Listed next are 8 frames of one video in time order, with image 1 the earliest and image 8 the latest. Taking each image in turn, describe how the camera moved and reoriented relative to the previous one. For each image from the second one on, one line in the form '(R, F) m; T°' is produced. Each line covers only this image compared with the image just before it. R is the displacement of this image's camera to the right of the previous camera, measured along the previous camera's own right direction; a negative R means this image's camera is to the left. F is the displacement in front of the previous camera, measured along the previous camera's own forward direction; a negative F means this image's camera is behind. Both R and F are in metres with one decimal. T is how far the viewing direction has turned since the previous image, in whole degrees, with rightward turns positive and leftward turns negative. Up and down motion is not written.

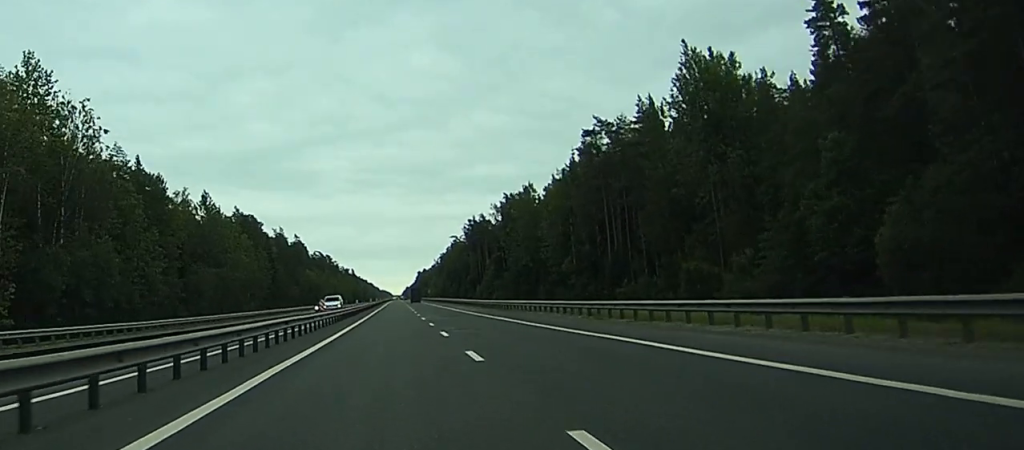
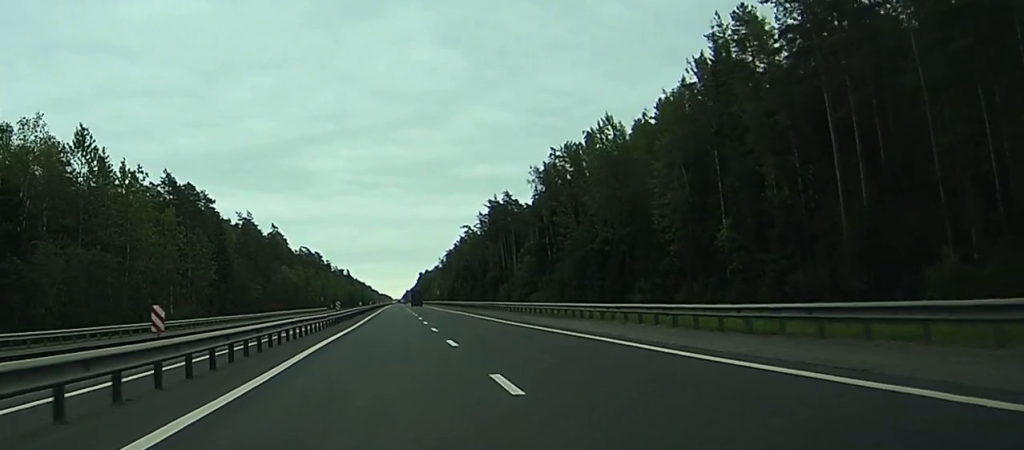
(-1.1, +67.5) m; -2°
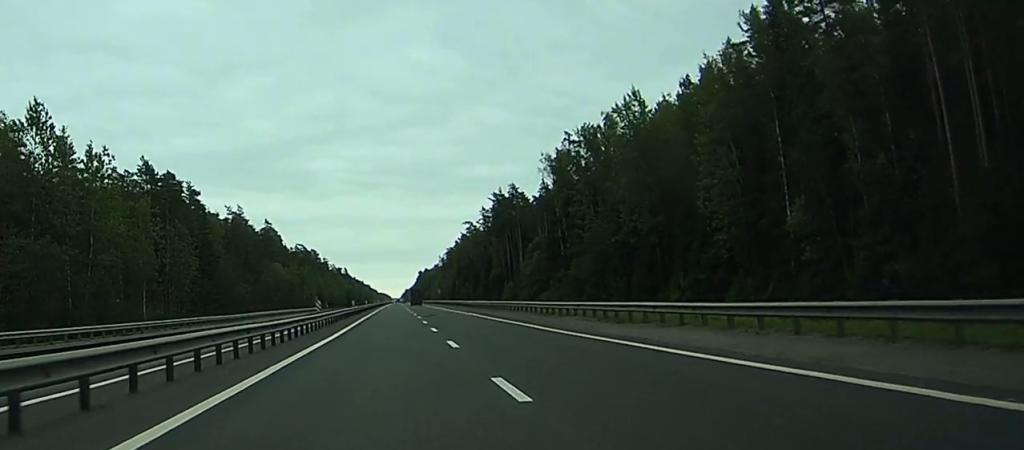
(-0.1, +13.4) m; 0°
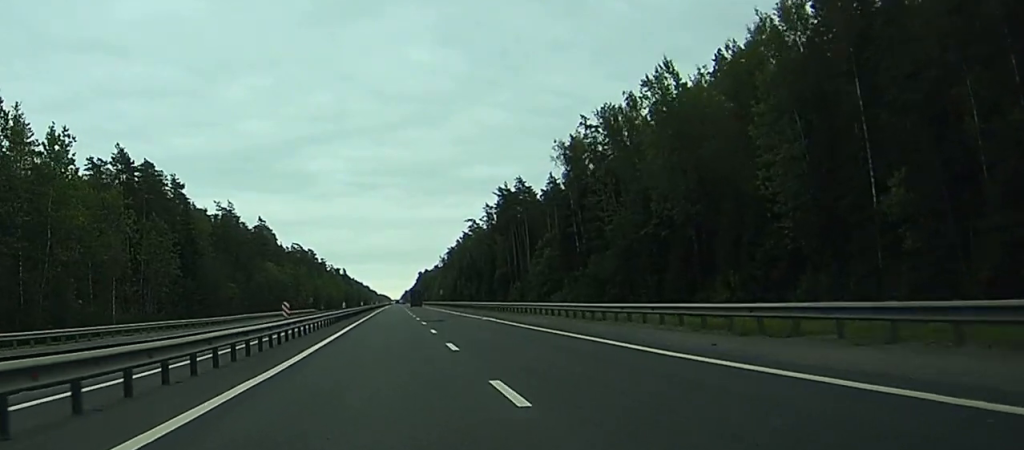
(-0.1, +12.5) m; 0°
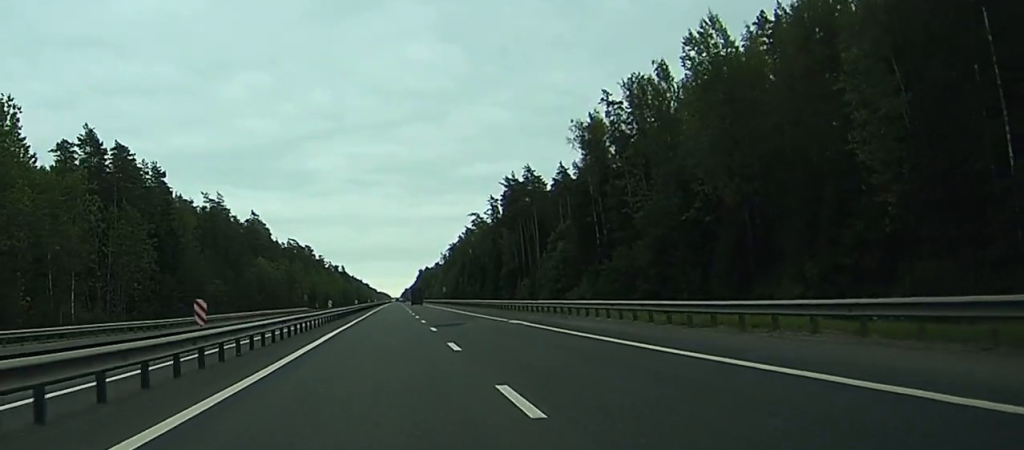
(+0.2, +13.4) m; 0°
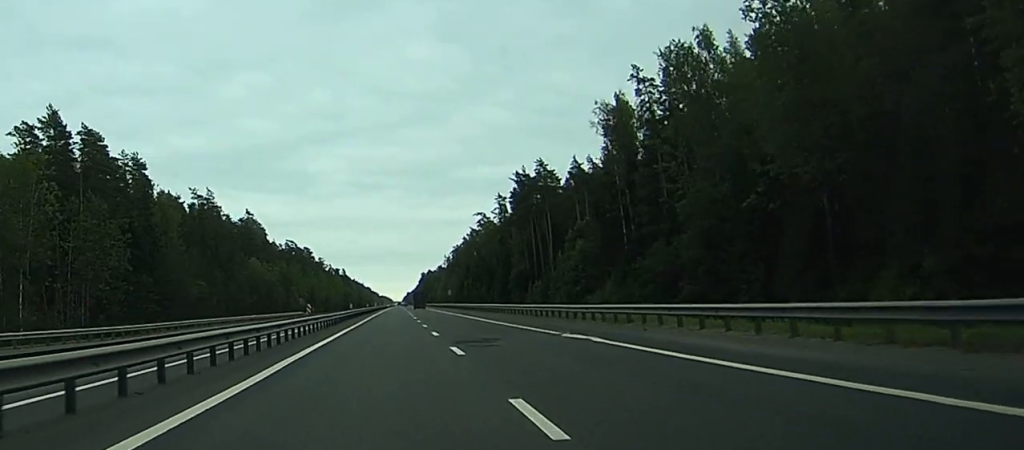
(+0.2, +13.4) m; 0°
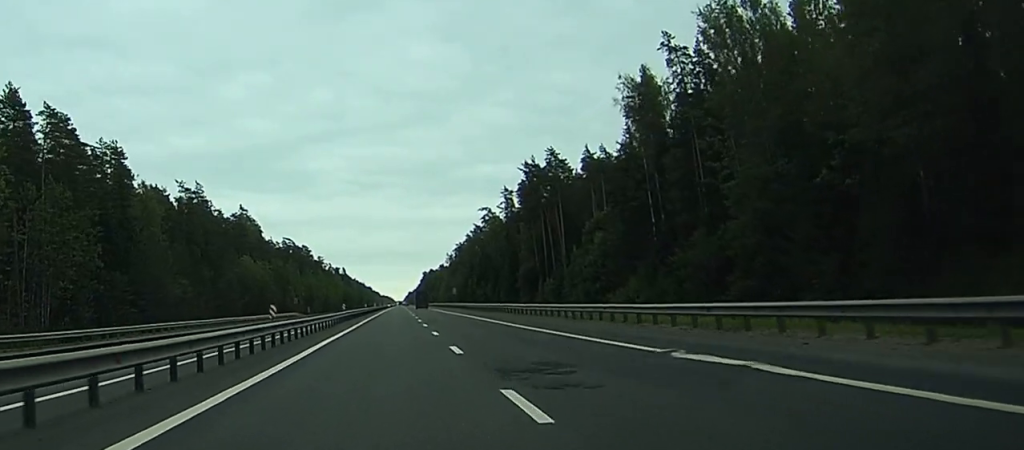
(-0.1, +11.6) m; 0°
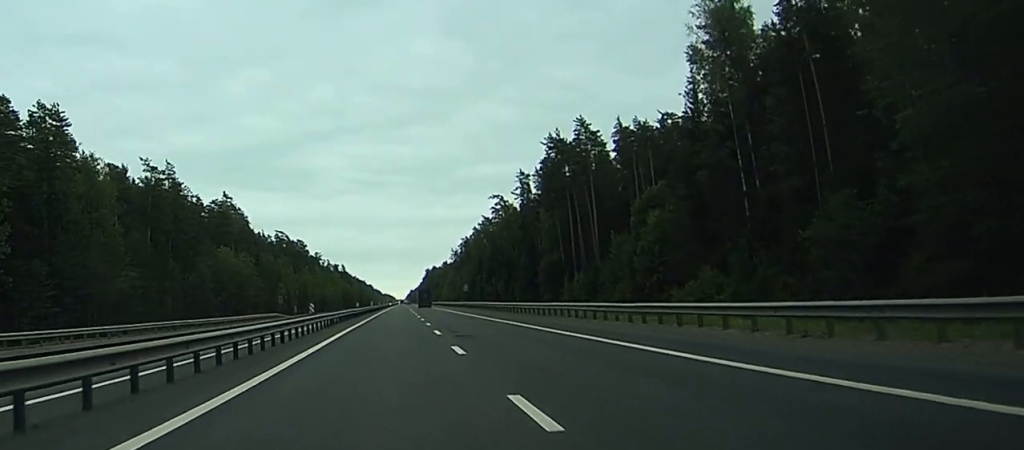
(-0.1, +24.9) m; 0°
